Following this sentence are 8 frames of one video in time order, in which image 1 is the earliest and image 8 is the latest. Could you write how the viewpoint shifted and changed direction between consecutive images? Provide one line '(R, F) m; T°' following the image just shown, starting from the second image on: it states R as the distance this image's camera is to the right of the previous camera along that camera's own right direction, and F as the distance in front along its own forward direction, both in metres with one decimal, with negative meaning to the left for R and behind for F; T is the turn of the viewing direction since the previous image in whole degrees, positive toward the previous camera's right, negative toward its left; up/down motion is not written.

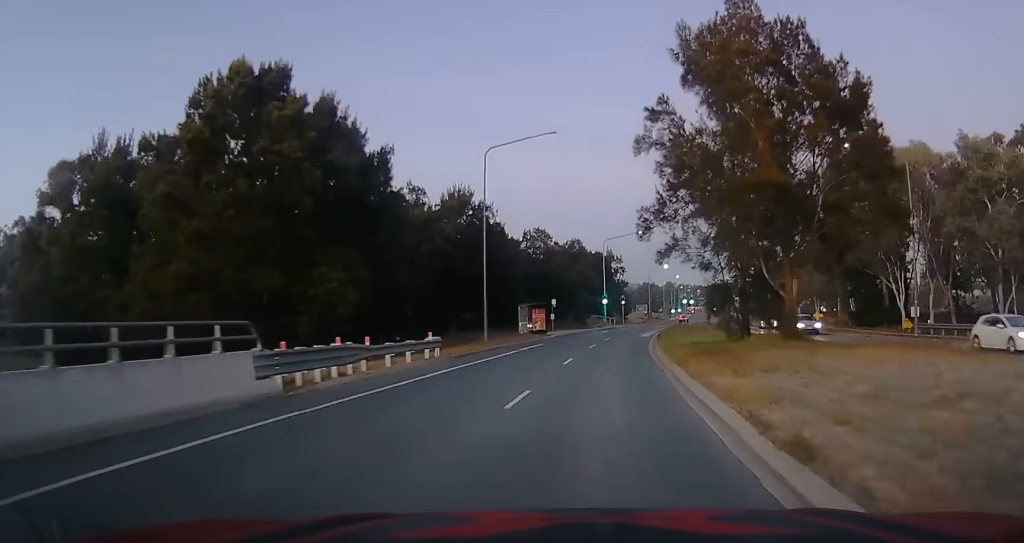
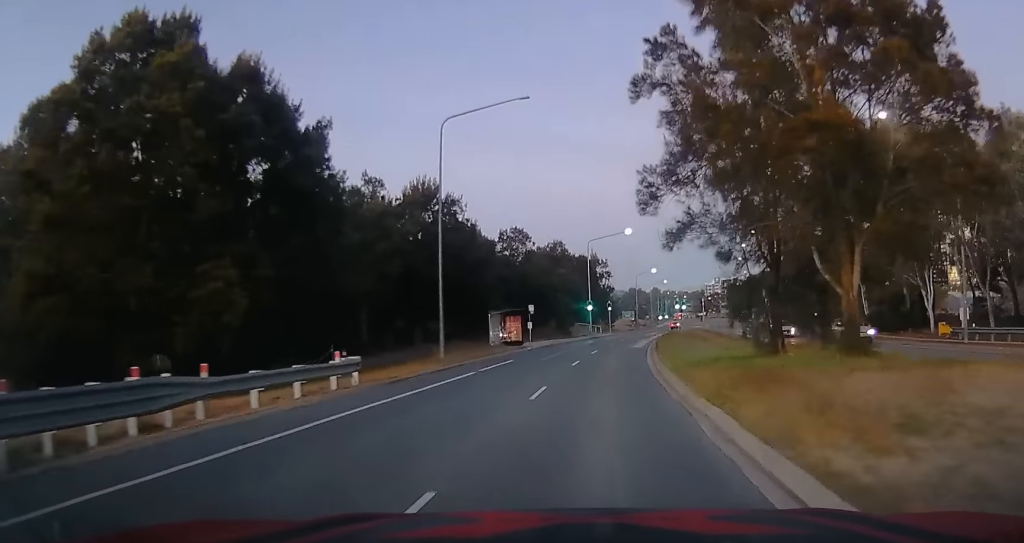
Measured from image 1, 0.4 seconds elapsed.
(0.0, +7.5) m; 0°
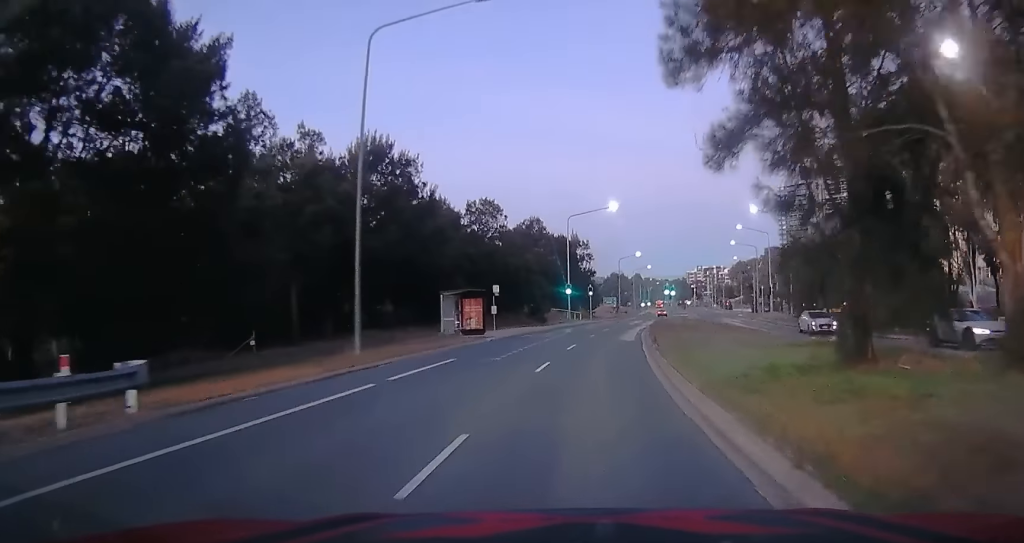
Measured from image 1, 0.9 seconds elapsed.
(0.0, +8.8) m; 0°
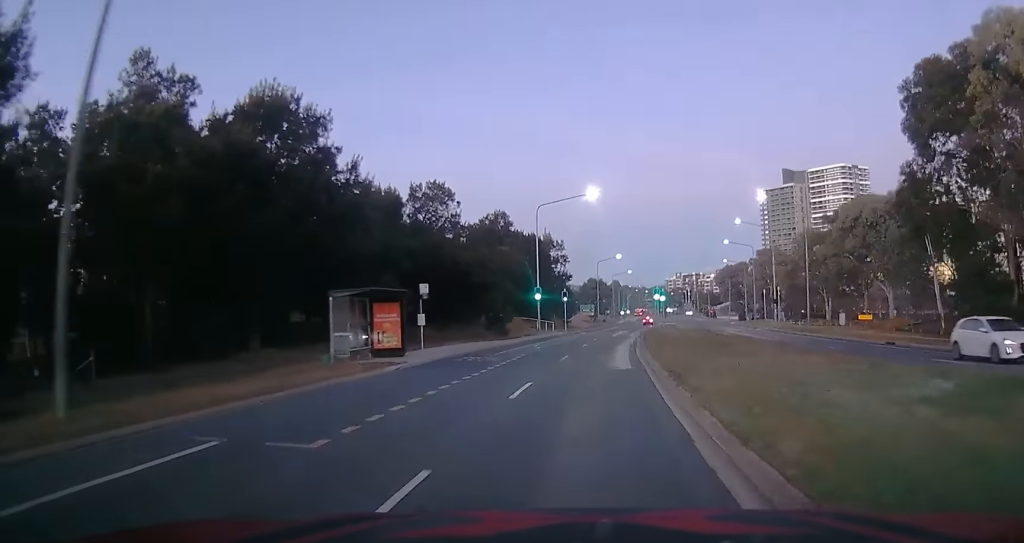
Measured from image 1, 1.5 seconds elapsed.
(0.0, +12.6) m; 0°
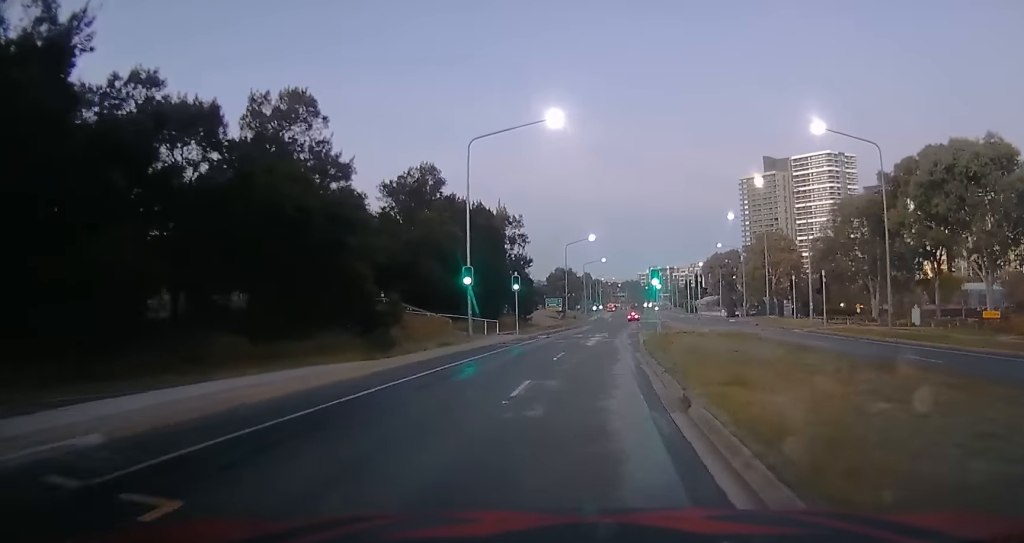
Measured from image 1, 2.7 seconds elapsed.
(+0.1, +22.3) m; +1°
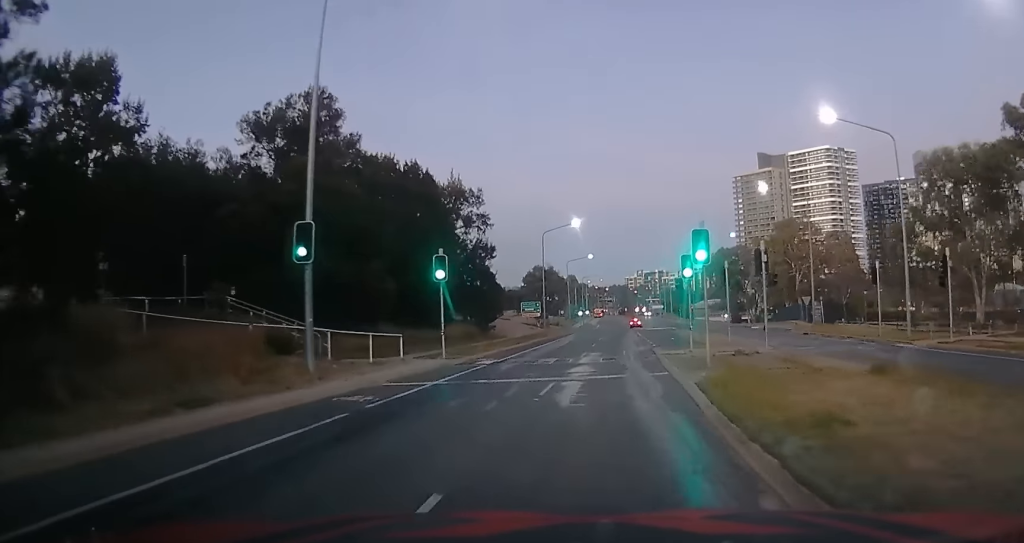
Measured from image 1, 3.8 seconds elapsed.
(+0.3, +21.4) m; 0°
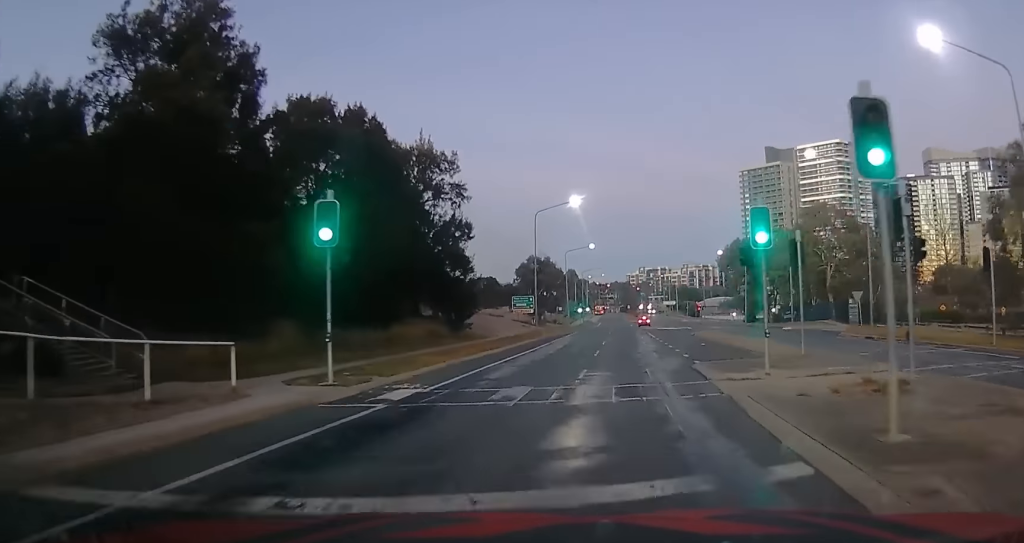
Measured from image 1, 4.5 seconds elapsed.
(+0.1, +13.2) m; -1°
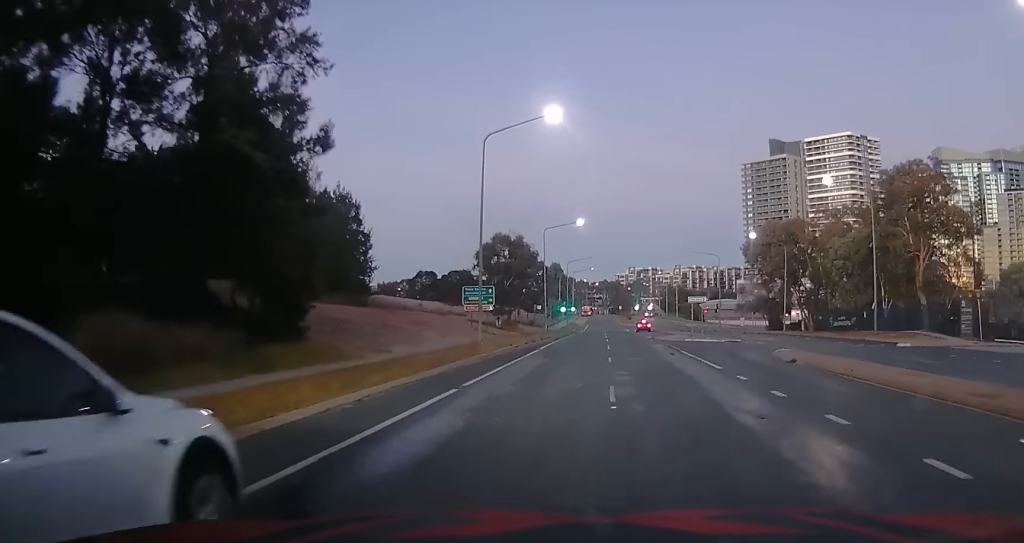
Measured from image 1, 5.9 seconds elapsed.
(-0.2, +29.5) m; +1°
